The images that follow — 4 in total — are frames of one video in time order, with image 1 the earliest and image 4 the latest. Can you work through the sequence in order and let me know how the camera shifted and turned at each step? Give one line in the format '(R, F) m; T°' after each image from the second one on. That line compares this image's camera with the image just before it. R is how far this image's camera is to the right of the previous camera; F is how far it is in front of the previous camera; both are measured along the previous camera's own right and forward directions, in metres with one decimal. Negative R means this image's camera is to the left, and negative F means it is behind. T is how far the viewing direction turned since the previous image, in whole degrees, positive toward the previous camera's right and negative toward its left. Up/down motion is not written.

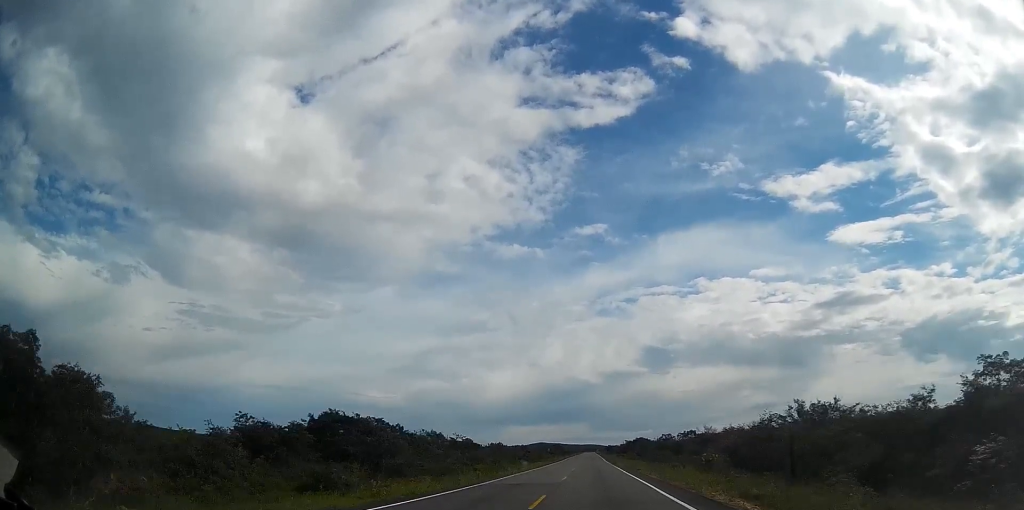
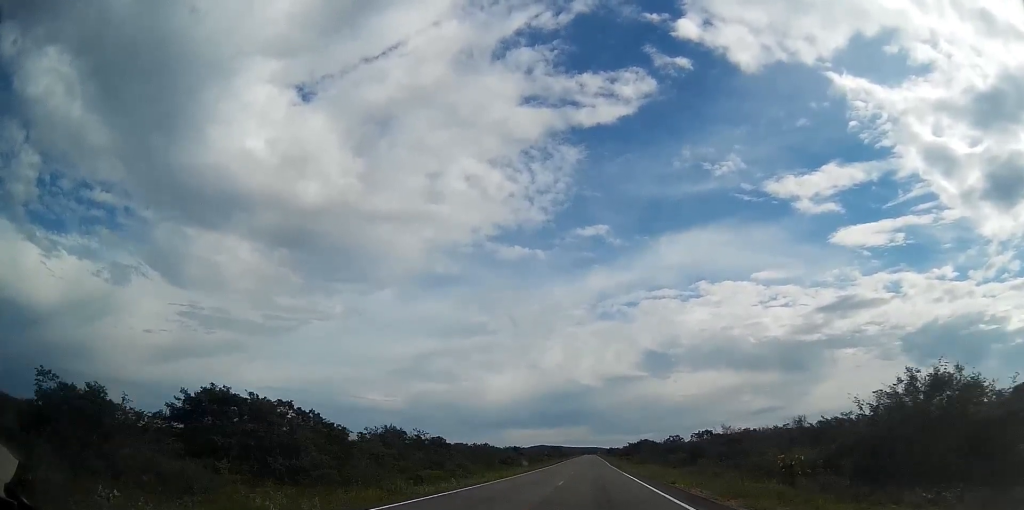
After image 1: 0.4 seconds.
(0.0, +17.7) m; 0°
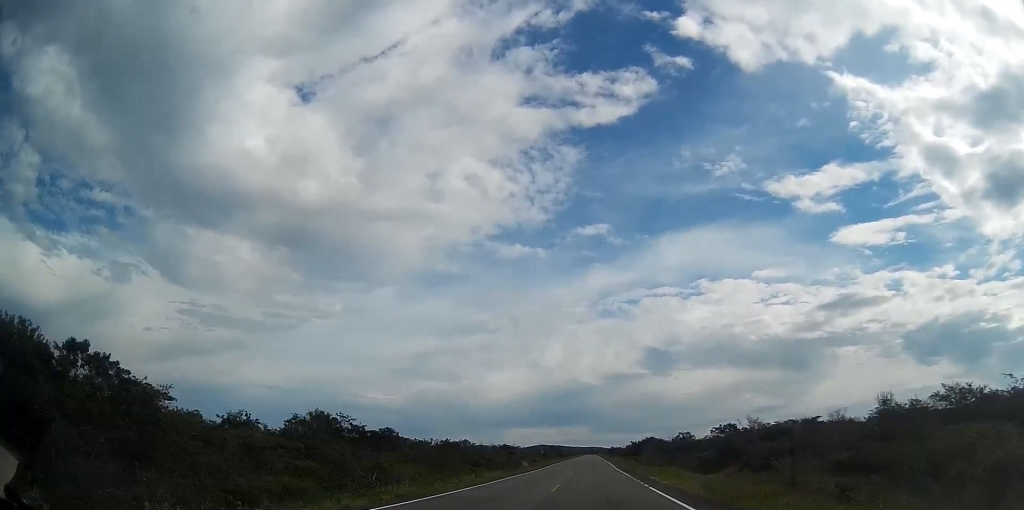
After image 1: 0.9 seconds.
(-0.1, +19.4) m; 0°
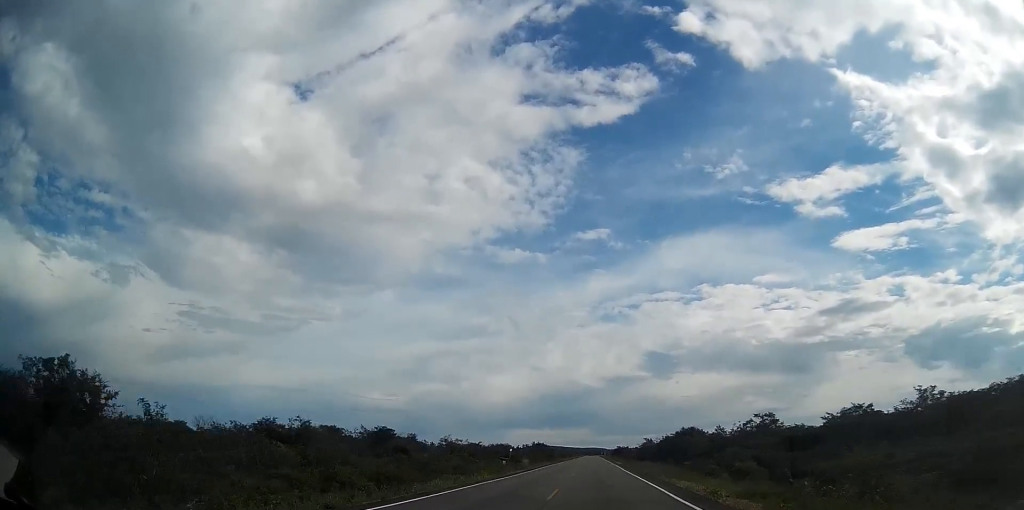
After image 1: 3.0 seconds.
(+0.6, +82.9) m; +1°
